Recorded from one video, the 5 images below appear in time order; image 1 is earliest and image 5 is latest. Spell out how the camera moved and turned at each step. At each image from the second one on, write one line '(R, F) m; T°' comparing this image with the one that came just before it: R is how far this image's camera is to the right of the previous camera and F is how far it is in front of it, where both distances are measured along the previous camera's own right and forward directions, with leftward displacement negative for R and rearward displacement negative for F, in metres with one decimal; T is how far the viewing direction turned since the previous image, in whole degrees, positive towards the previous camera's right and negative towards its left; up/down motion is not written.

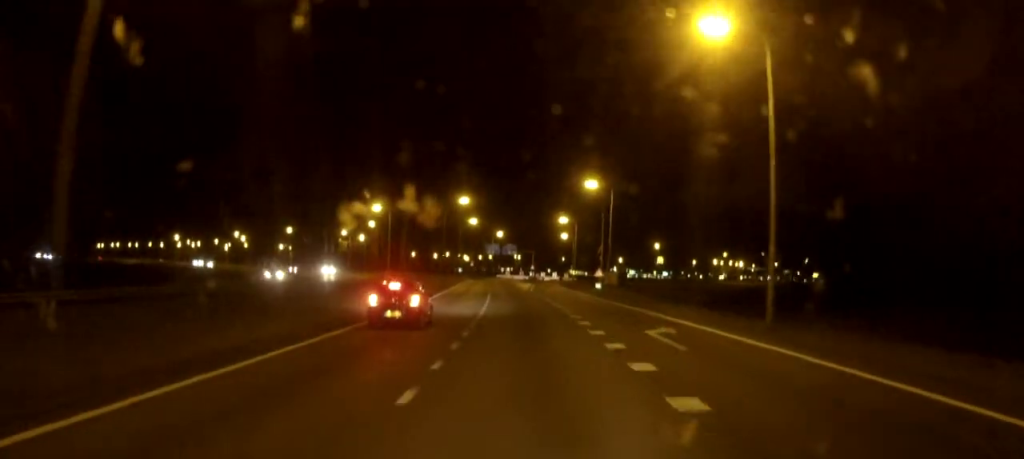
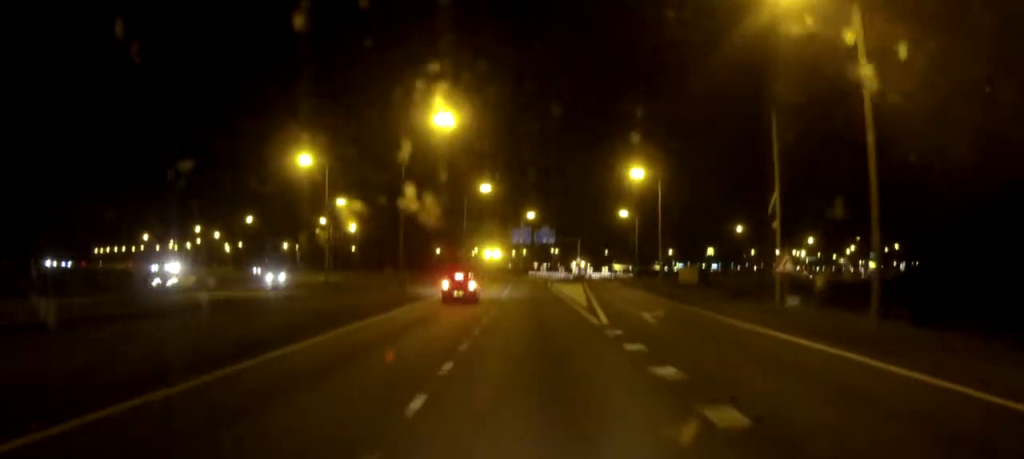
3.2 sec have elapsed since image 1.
(-1.1, +46.4) m; -2°
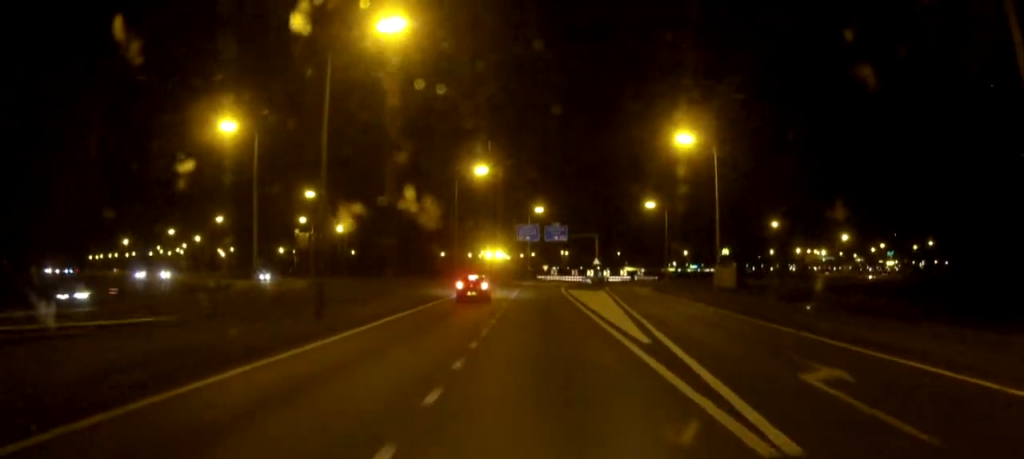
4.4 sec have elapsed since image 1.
(-0.1, +16.8) m; 0°
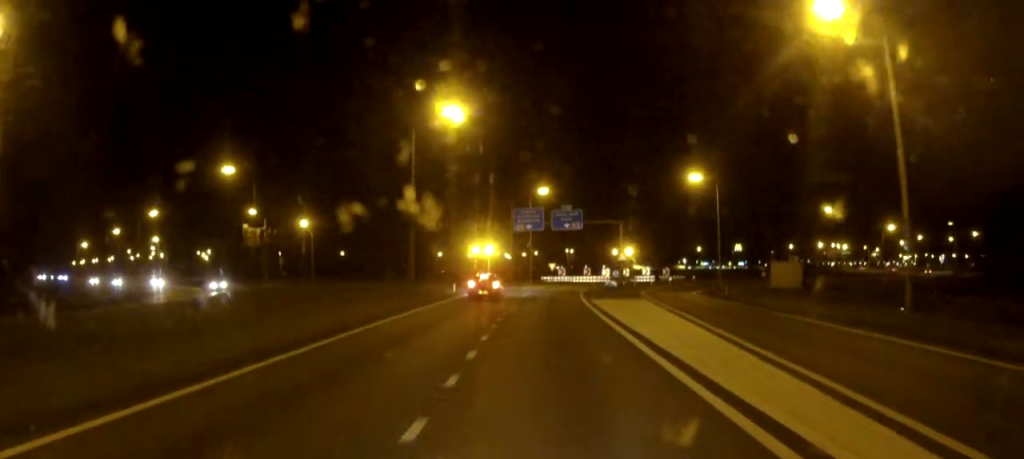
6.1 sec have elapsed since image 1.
(0.0, +22.7) m; 0°
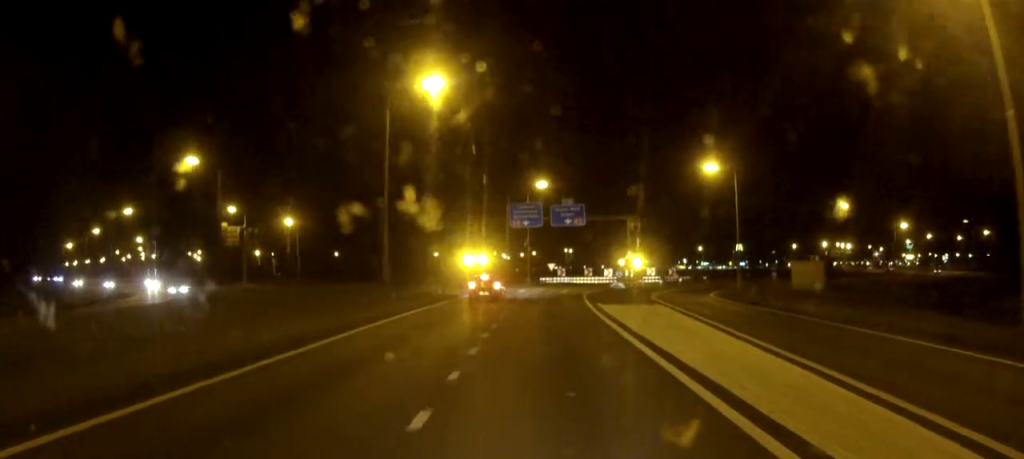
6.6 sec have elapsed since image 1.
(0.0, +6.4) m; 0°
